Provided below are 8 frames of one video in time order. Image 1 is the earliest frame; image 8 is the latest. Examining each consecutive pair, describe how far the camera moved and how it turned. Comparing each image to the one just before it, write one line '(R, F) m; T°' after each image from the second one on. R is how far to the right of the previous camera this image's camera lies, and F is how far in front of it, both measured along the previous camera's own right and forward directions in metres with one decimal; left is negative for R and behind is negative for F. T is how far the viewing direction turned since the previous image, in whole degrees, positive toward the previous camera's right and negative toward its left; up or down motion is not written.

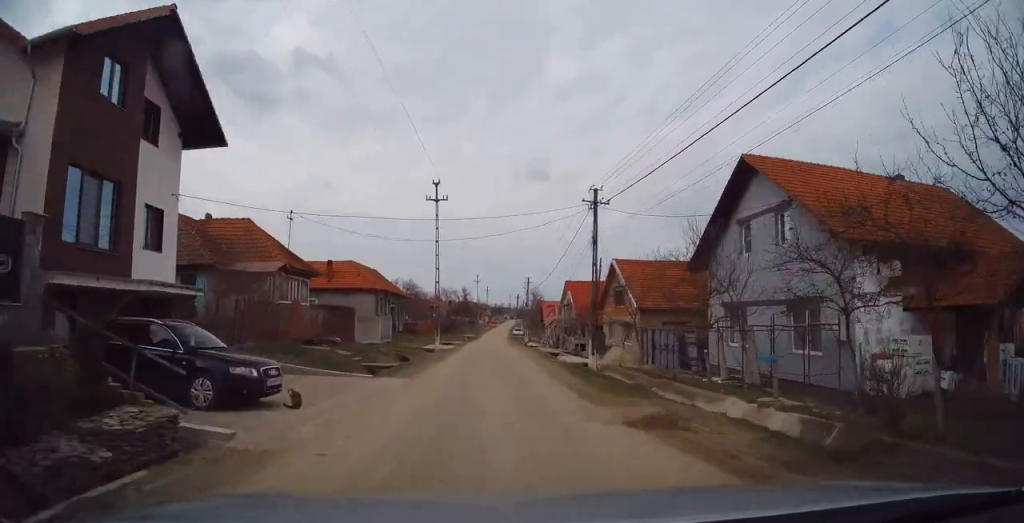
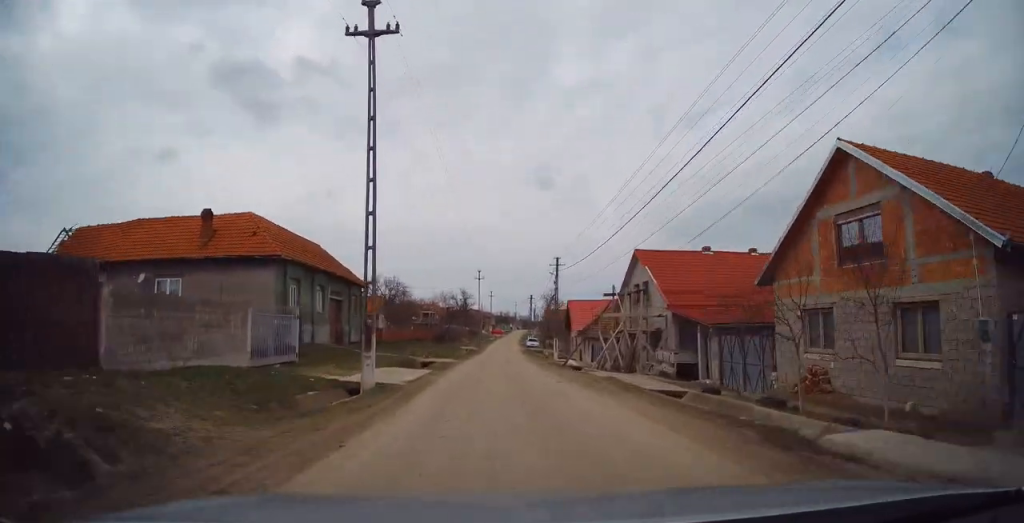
(+0.7, +24.3) m; +1°
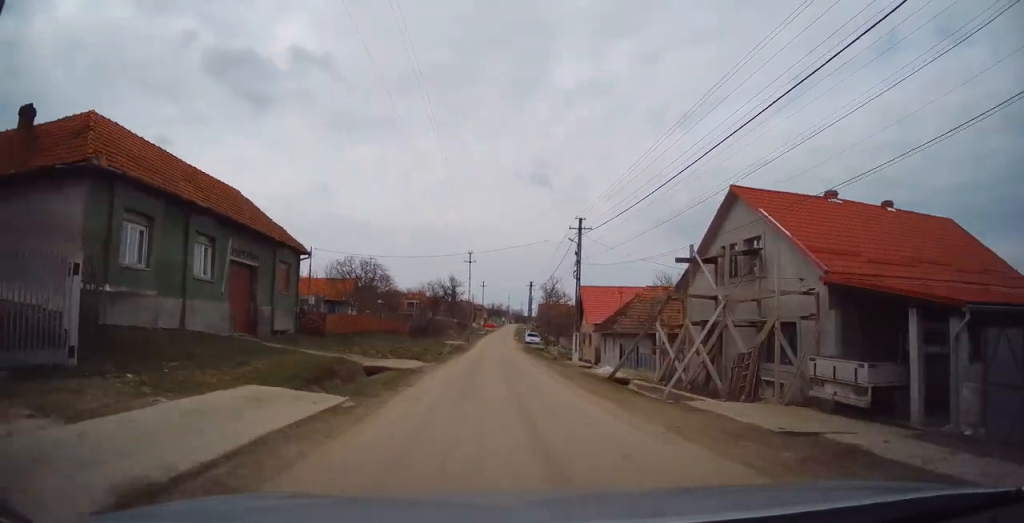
(-0.1, +12.8) m; 0°
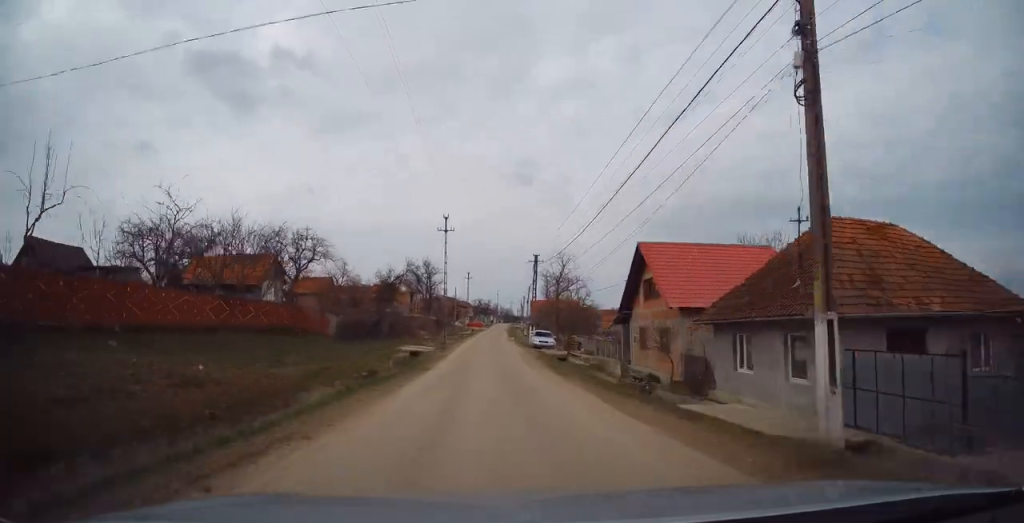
(+0.4, +23.0) m; +3°
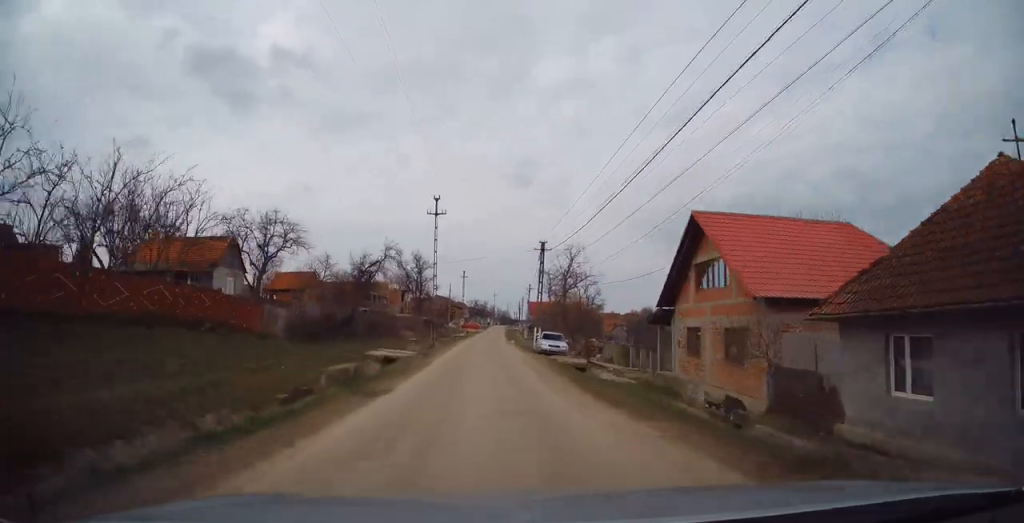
(+0.1, +7.8) m; 0°
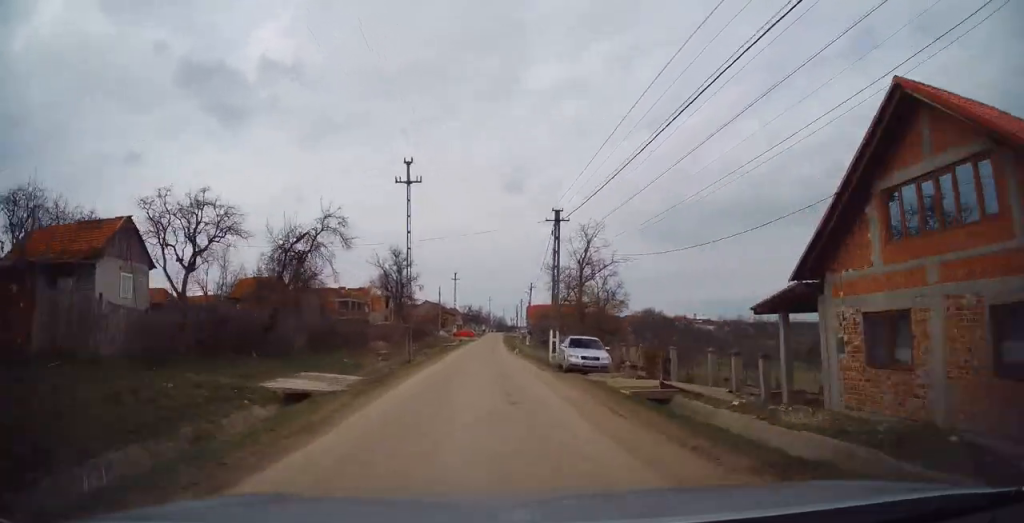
(+0.1, +11.9) m; -1°
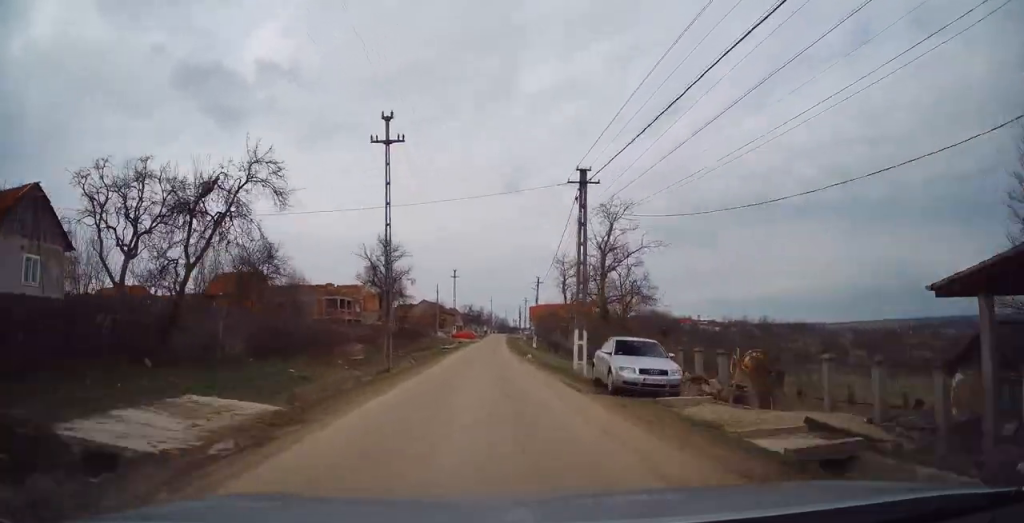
(-0.1, +7.4) m; 0°
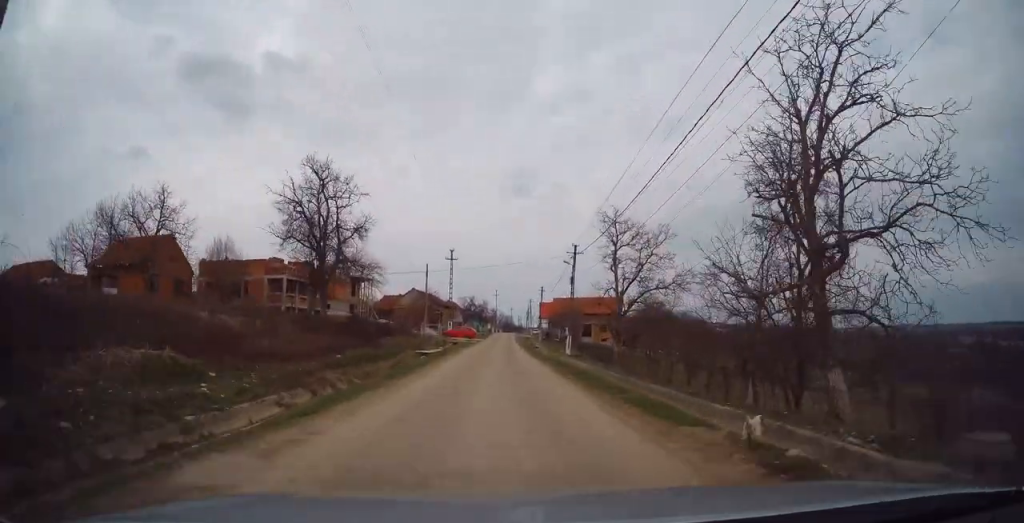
(-0.1, +22.2) m; +1°
